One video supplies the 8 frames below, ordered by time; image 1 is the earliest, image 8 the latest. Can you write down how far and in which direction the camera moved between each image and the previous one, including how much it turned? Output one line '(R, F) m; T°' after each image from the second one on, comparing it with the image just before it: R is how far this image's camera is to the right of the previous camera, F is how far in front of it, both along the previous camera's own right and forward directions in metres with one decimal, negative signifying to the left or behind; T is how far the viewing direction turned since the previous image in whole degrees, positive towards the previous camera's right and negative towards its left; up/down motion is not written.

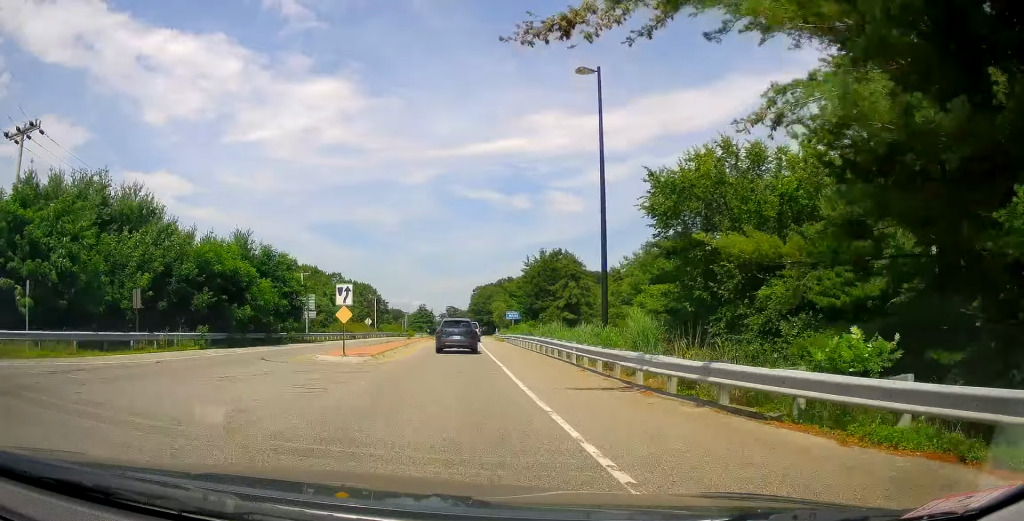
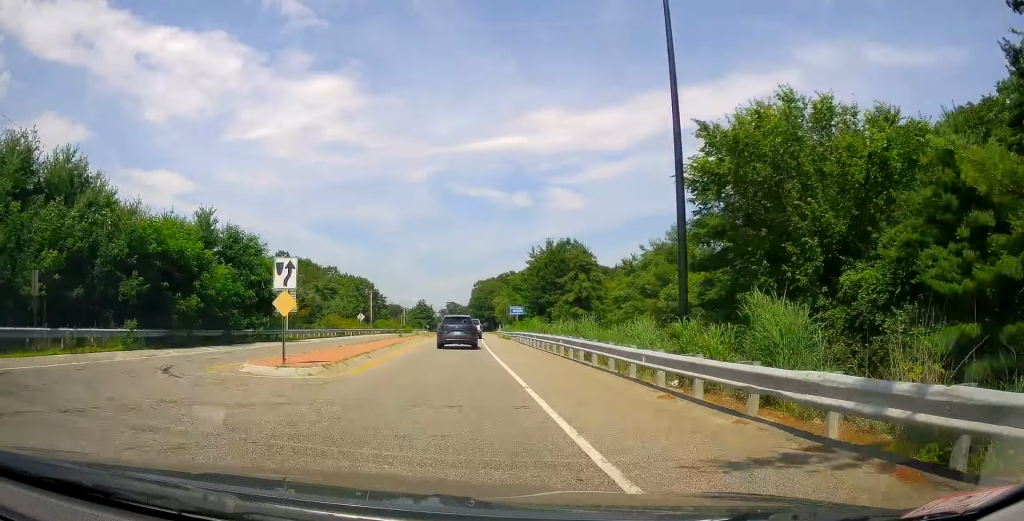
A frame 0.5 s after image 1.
(-0.1, +6.9) m; -1°
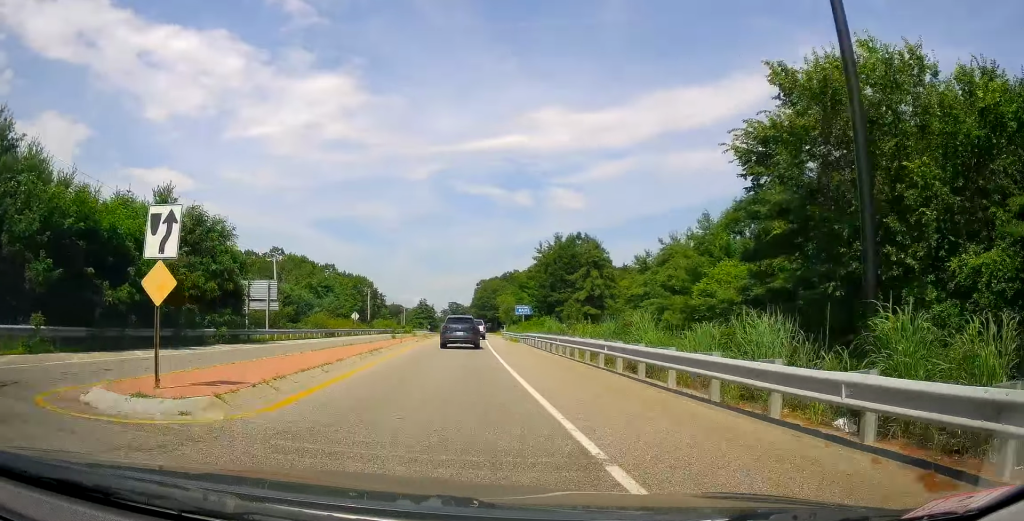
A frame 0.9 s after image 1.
(-0.1, +6.0) m; 0°
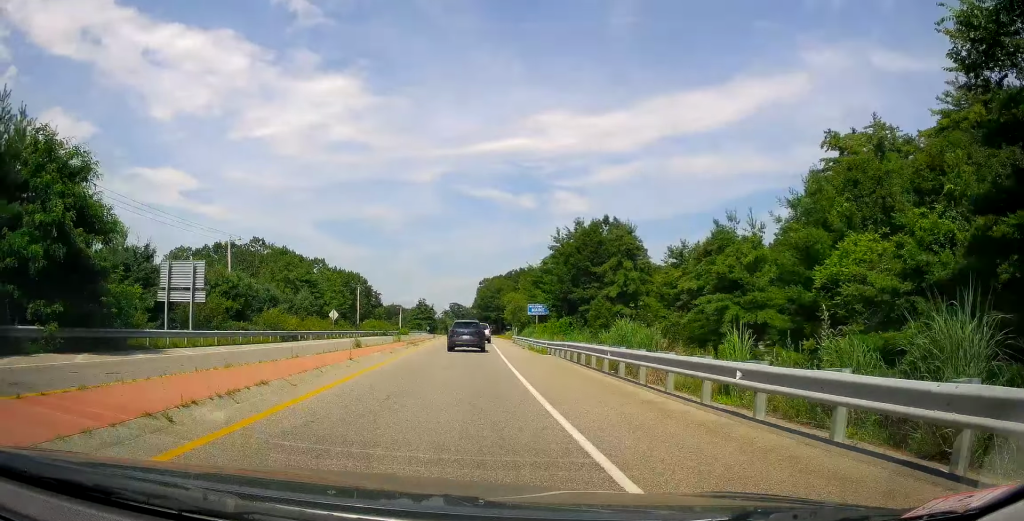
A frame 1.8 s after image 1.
(-0.1, +14.1) m; +1°
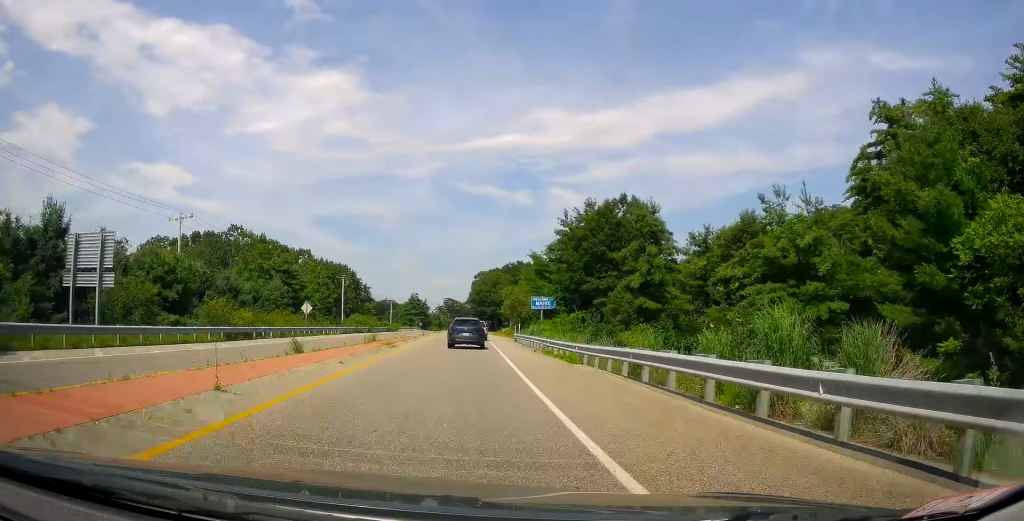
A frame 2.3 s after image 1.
(0.0, +9.2) m; +1°
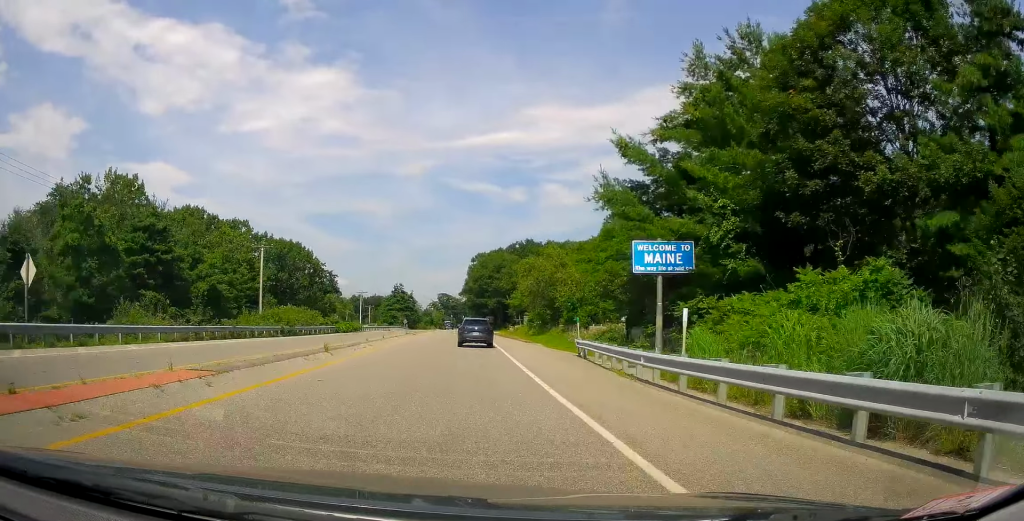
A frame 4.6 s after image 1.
(+0.7, +38.8) m; +1°
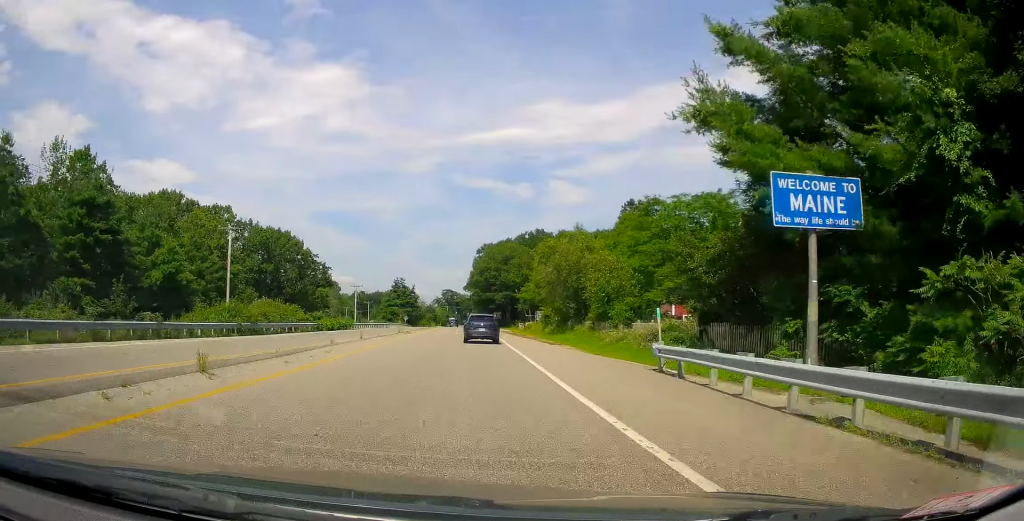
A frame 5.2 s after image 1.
(+0.1, +10.1) m; +1°
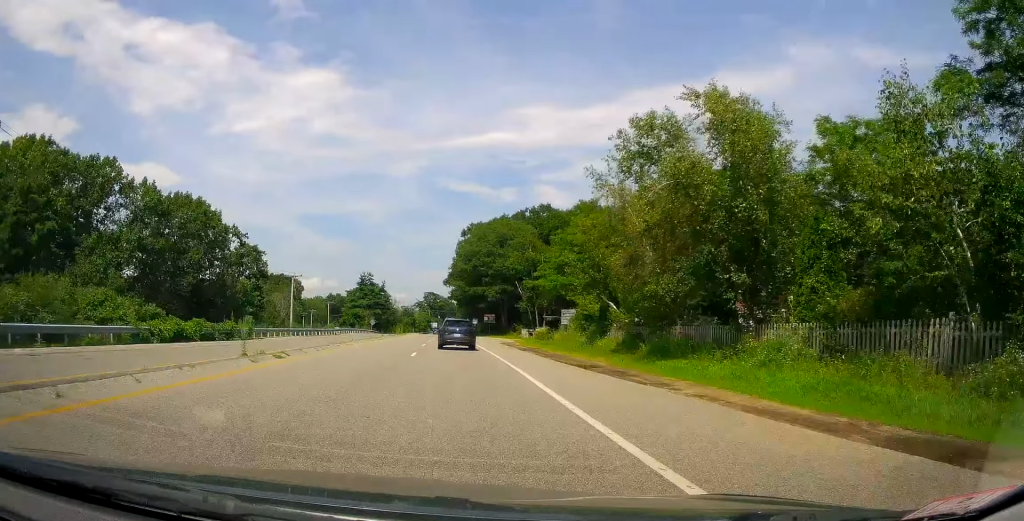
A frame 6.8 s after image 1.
(-0.4, +30.8) m; -2°
